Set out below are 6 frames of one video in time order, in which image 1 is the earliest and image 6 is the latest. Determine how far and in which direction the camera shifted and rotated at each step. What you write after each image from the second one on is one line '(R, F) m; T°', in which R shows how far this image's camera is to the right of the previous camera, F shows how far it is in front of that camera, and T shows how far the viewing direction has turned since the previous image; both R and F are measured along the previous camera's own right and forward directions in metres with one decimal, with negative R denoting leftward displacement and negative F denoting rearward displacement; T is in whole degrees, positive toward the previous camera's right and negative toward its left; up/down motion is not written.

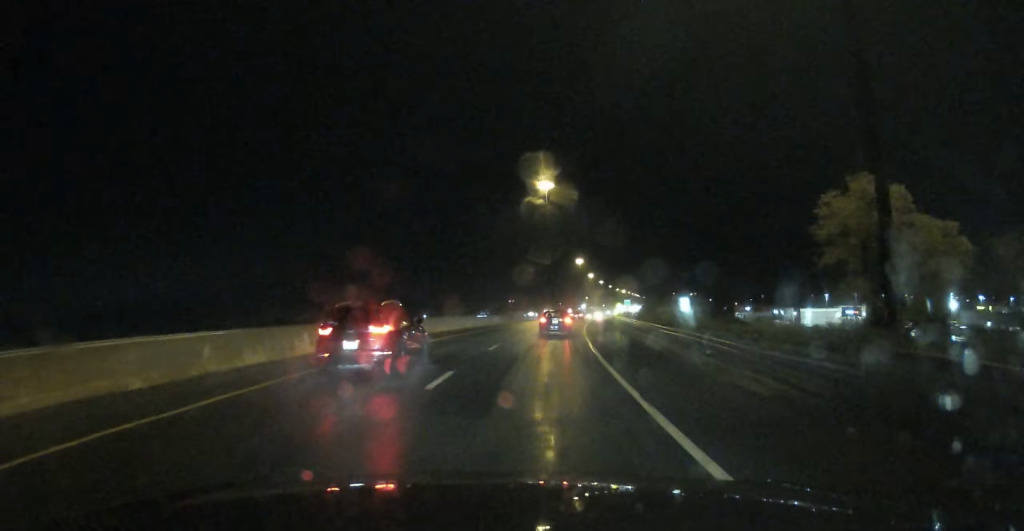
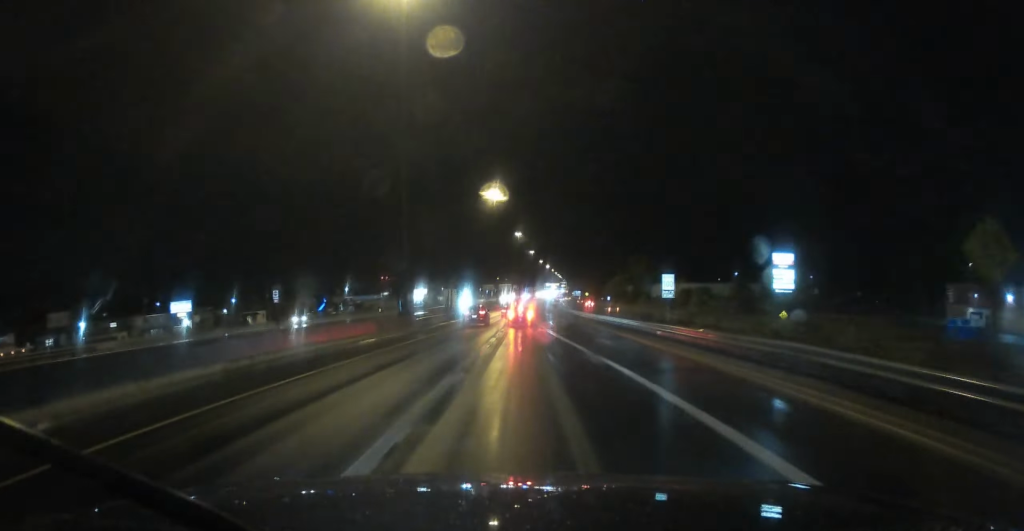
(+26.5, +280.5) m; +6°
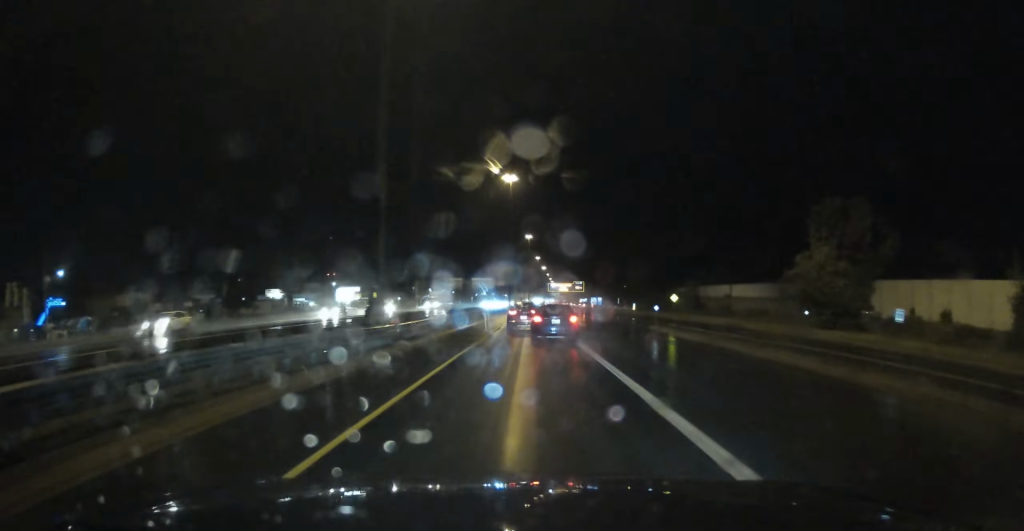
(+0.8, +133.4) m; +2°
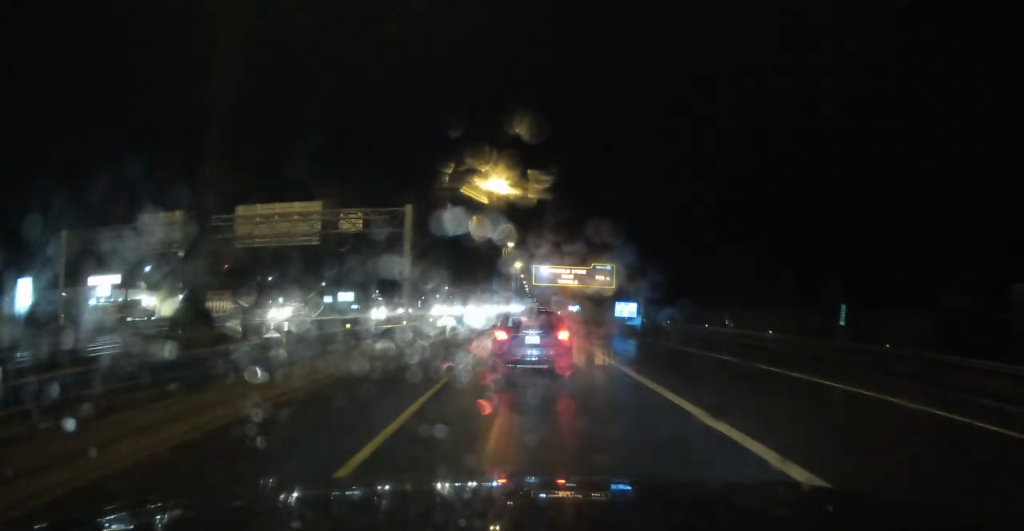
(+3.3, +147.9) m; +2°
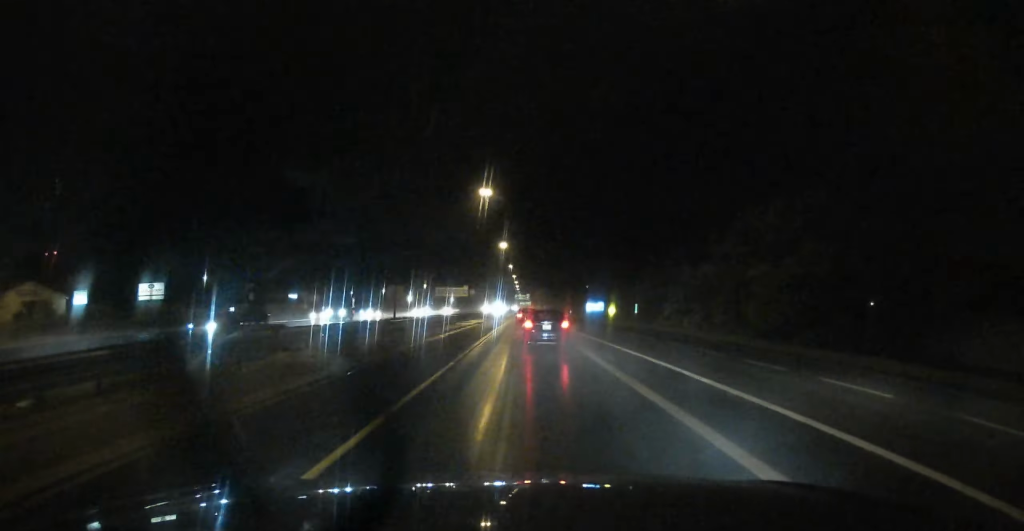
(+1.9, +141.9) m; +1°
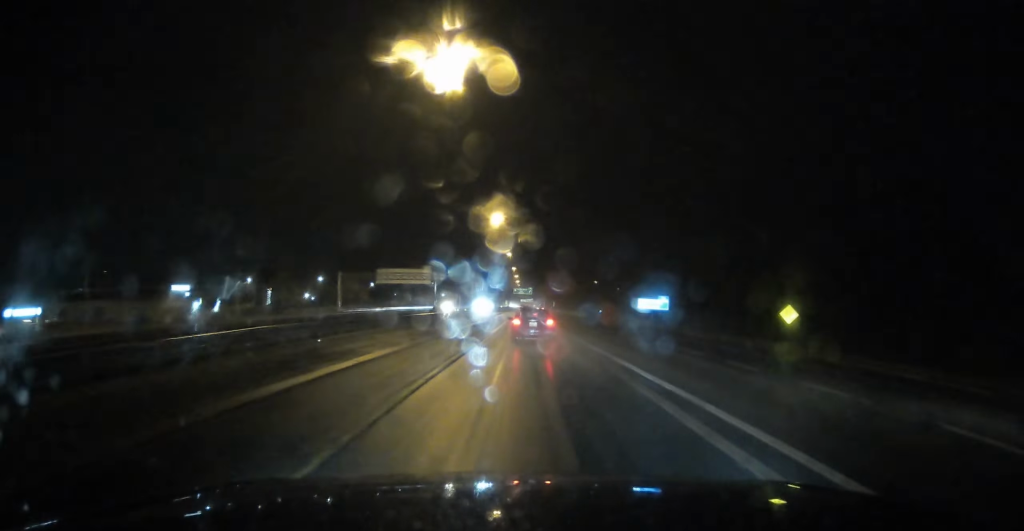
(-0.1, +88.8) m; +1°
